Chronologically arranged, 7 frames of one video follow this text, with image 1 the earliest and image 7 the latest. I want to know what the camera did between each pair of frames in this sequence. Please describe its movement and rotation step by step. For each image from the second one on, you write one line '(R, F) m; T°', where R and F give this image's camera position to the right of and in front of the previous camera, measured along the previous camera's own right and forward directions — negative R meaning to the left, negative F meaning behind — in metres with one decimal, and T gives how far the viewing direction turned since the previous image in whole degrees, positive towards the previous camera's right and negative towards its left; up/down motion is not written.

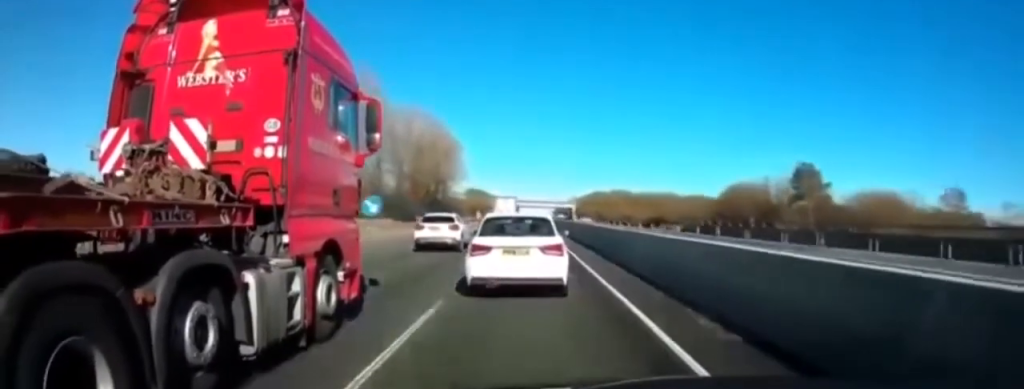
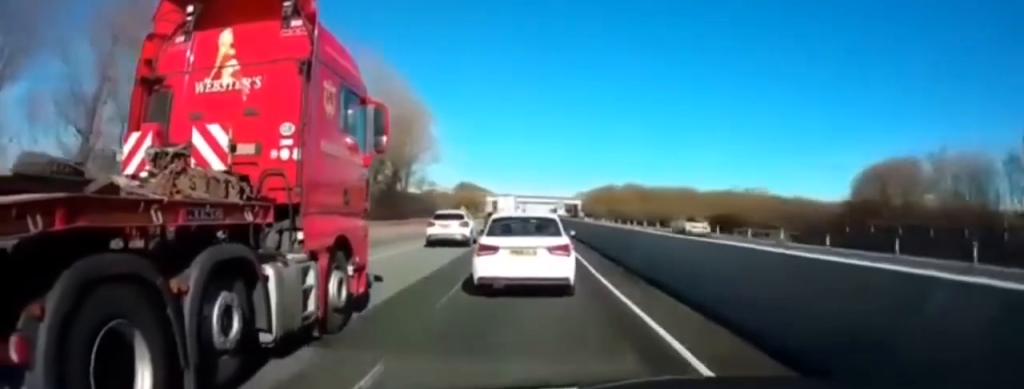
(-0.2, +35.0) m; 0°
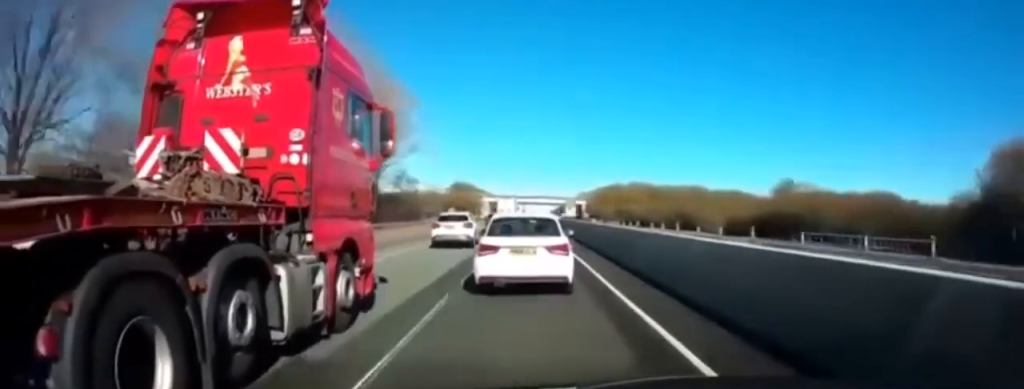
(+0.2, +17.1) m; 0°
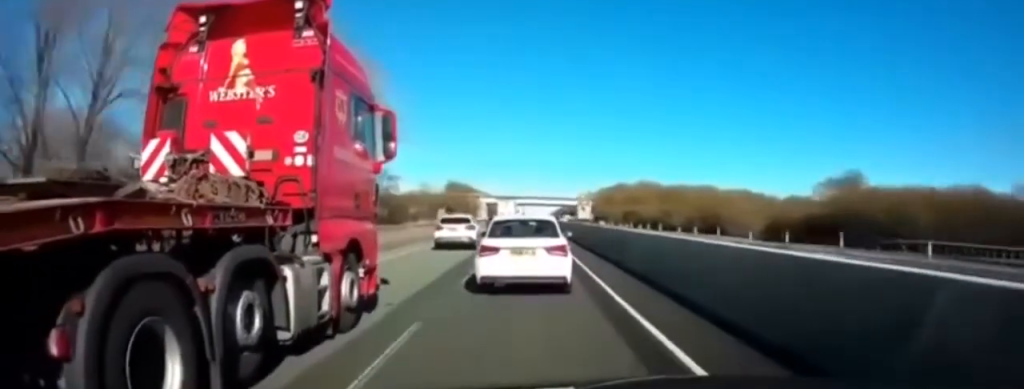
(-0.1, +12.2) m; 0°
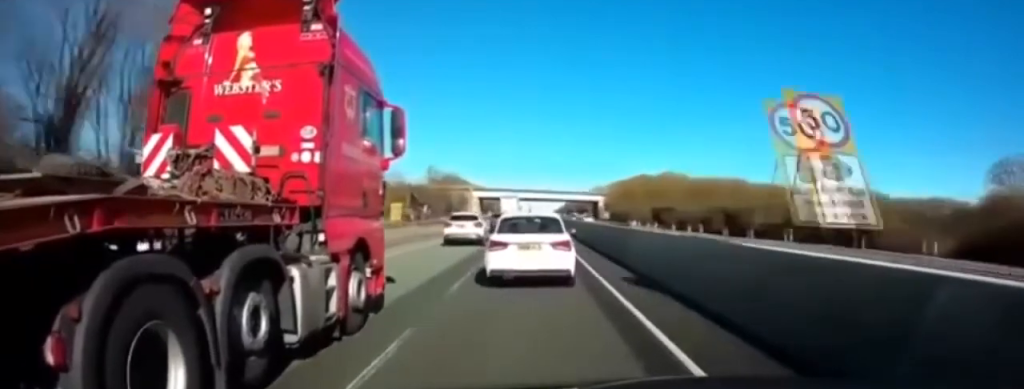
(0.0, +31.1) m; 0°
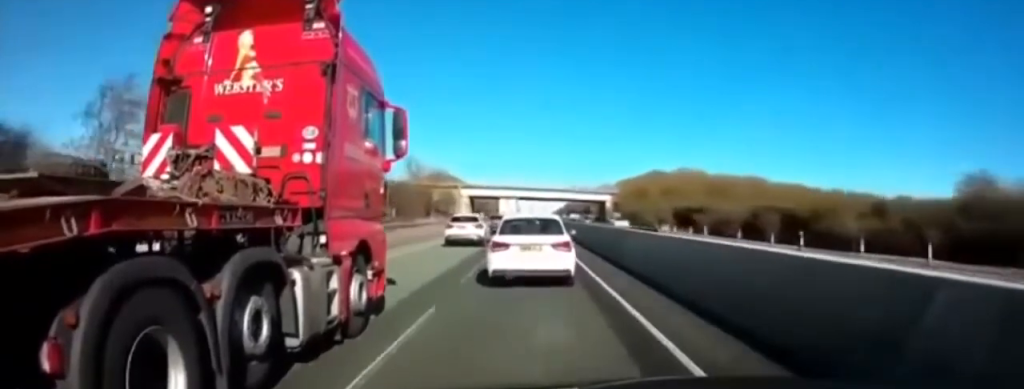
(0.0, +18.3) m; -1°
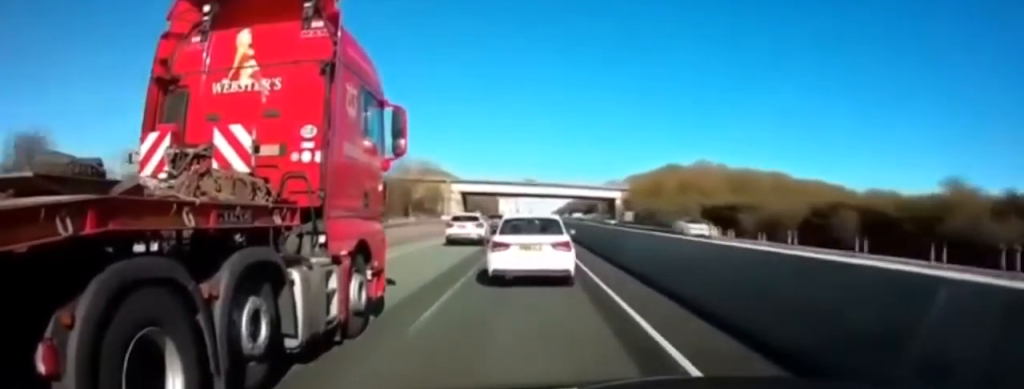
(-0.1, +15.2) m; 0°
